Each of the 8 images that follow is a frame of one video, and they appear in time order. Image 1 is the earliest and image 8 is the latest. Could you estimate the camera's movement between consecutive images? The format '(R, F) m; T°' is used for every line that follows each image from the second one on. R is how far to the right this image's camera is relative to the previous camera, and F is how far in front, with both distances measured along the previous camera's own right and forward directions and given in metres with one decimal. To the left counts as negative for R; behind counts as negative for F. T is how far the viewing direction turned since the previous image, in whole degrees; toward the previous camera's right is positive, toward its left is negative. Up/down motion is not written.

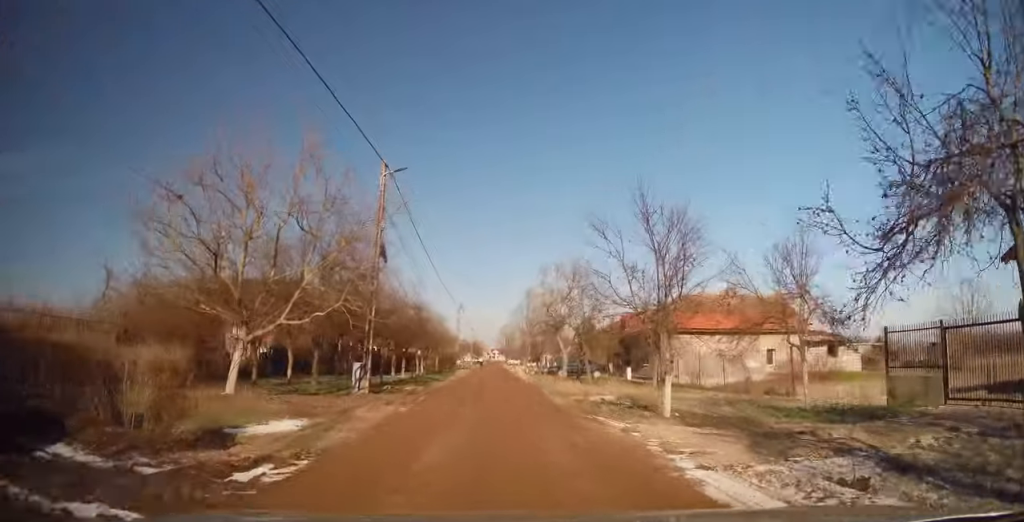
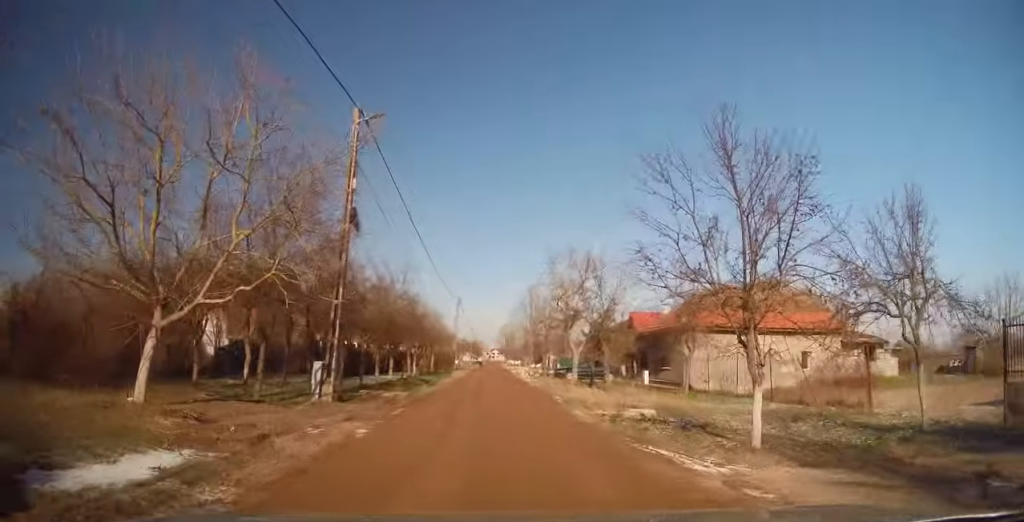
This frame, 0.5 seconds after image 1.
(0.0, +4.1) m; +1°
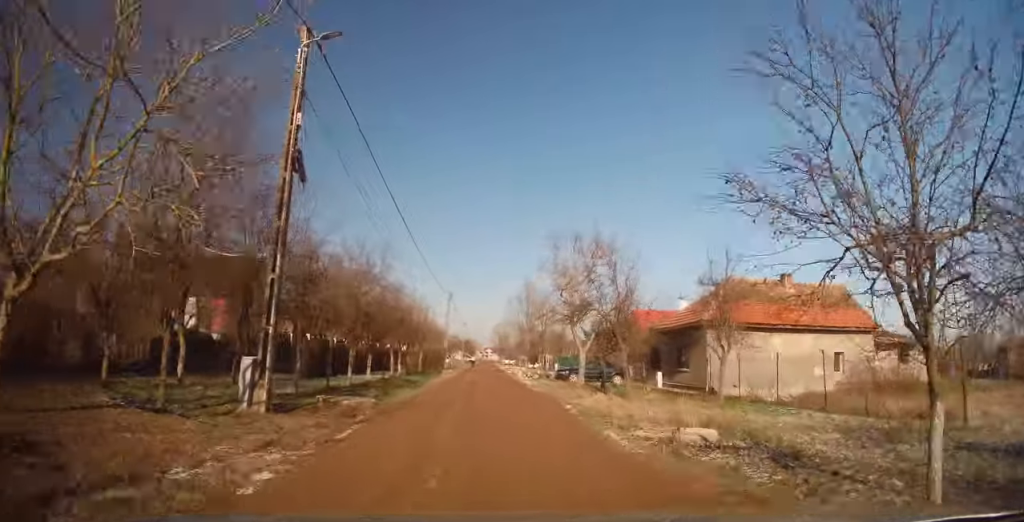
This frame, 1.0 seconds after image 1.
(-0.1, +3.8) m; +1°
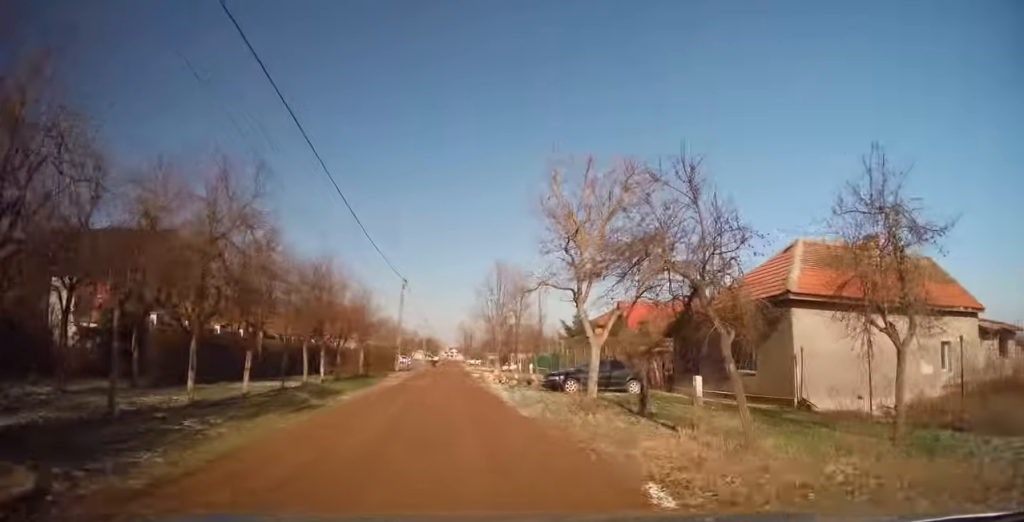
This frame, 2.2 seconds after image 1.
(+0.5, +9.9) m; +2°
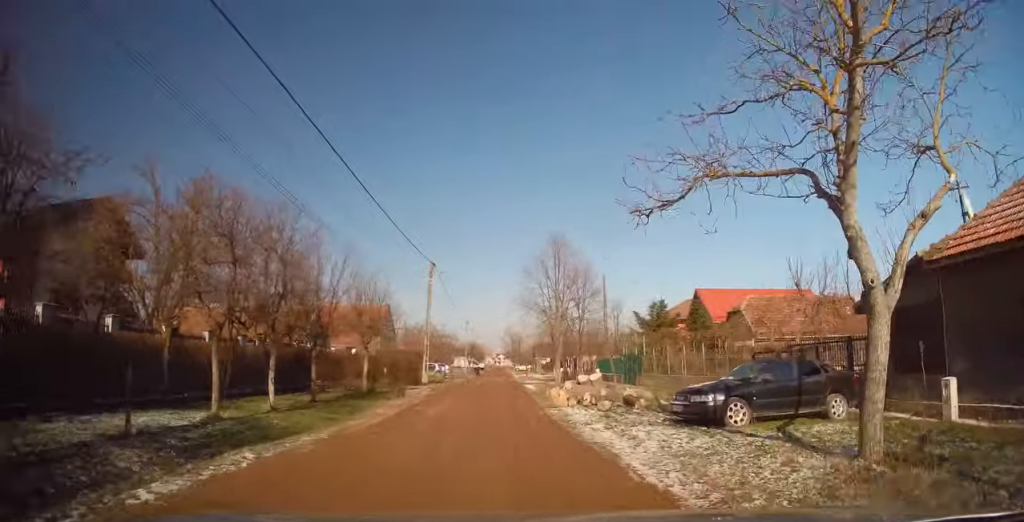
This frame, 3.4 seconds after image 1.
(-0.2, +10.4) m; -3°
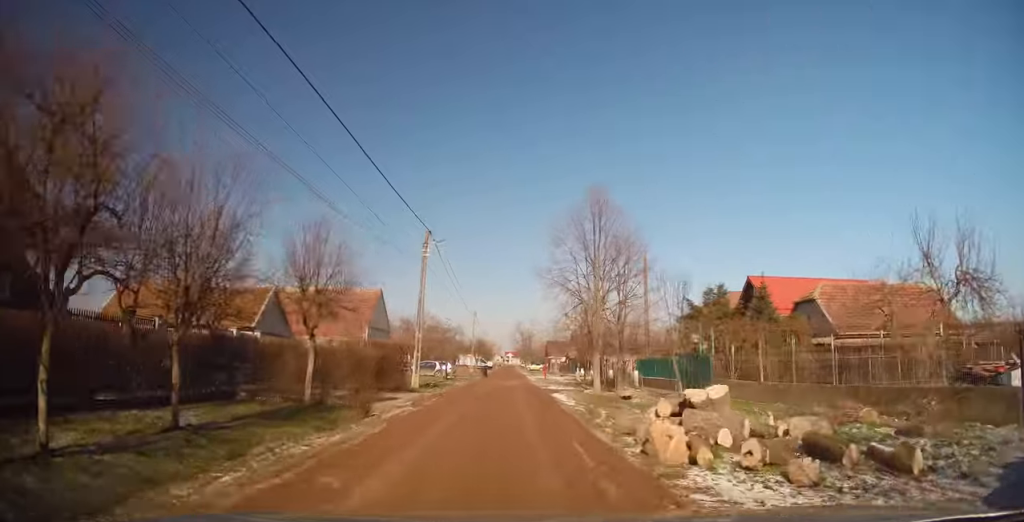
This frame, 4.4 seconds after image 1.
(-0.2, +8.9) m; -1°
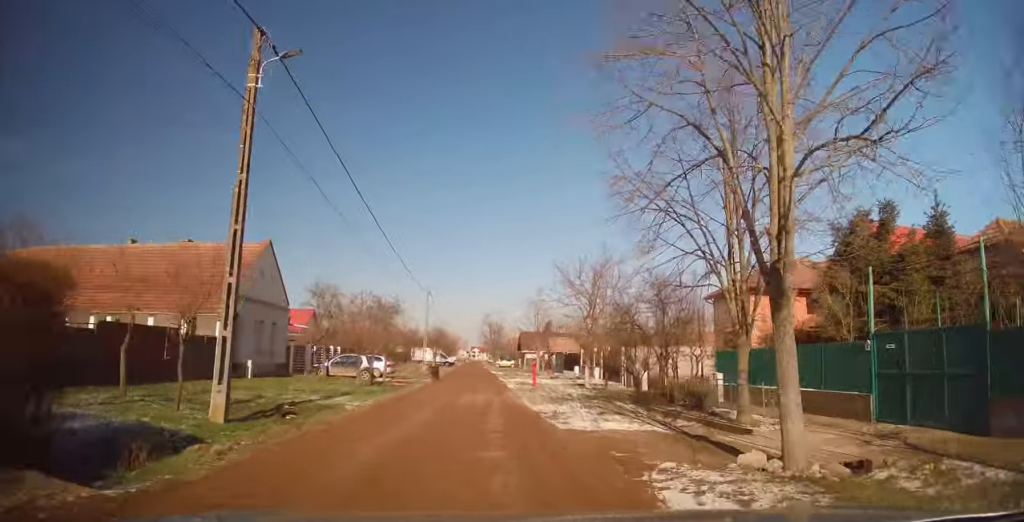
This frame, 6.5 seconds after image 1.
(+0.4, +17.1) m; +2°
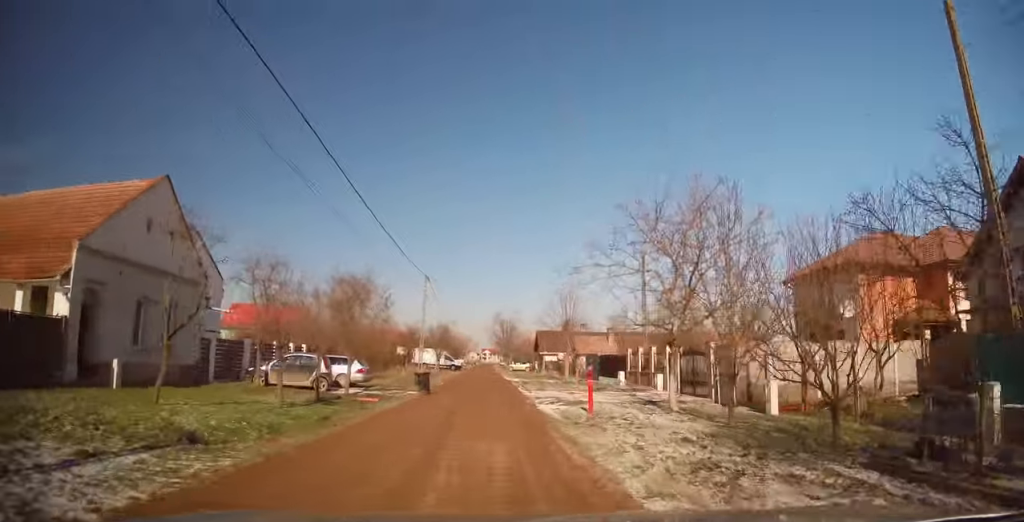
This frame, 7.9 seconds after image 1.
(+0.2, +11.5) m; 0°
